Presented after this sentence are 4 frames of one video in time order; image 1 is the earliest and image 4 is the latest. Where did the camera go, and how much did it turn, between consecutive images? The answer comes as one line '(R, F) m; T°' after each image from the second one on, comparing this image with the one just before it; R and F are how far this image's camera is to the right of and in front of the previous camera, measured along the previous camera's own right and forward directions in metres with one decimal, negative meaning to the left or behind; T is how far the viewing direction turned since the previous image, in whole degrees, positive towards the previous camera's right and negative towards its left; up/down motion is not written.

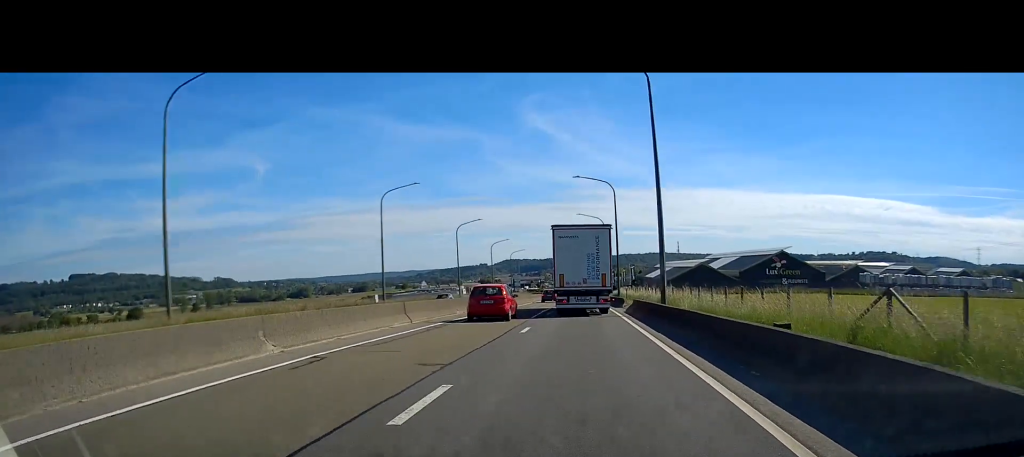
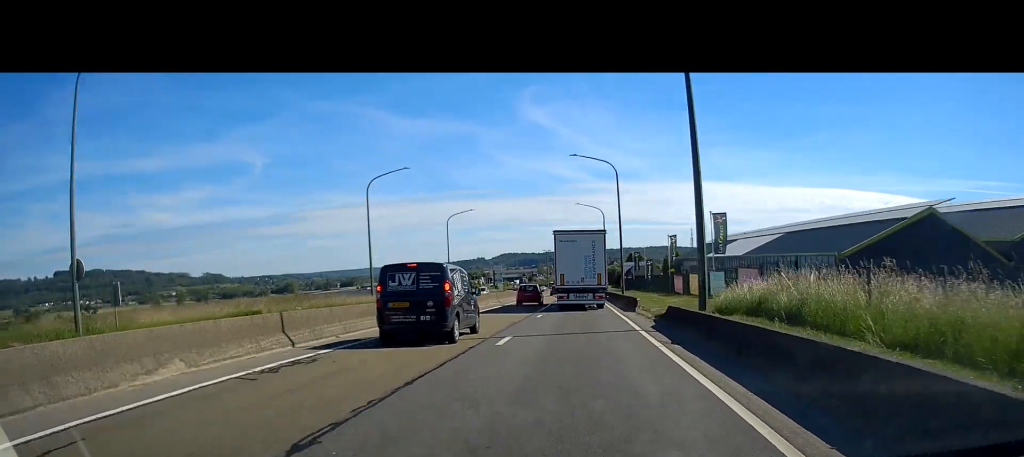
(-0.9, +79.0) m; -1°
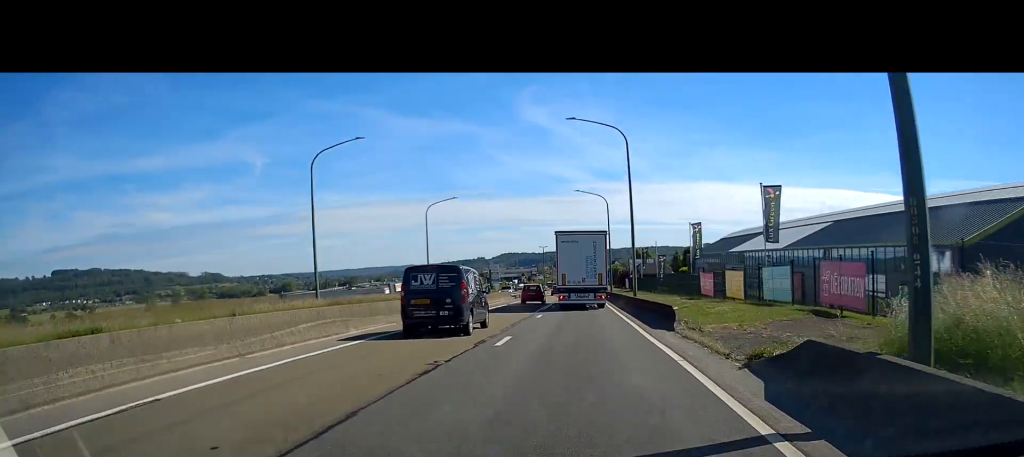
(0.0, +12.9) m; 0°
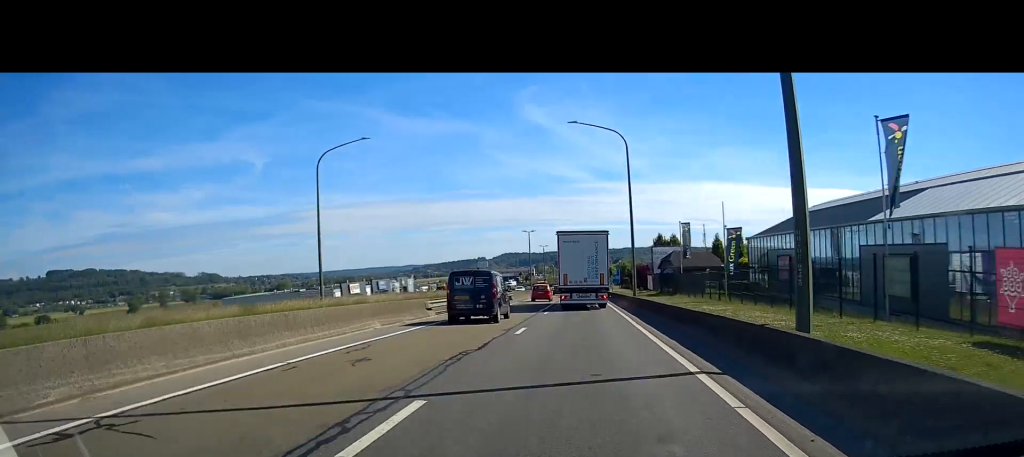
(+0.2, +34.3) m; +1°
